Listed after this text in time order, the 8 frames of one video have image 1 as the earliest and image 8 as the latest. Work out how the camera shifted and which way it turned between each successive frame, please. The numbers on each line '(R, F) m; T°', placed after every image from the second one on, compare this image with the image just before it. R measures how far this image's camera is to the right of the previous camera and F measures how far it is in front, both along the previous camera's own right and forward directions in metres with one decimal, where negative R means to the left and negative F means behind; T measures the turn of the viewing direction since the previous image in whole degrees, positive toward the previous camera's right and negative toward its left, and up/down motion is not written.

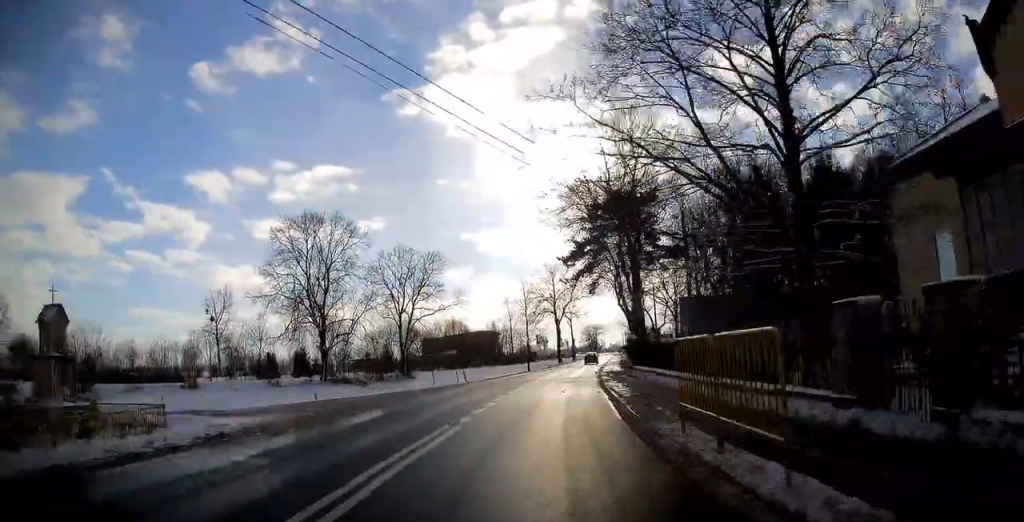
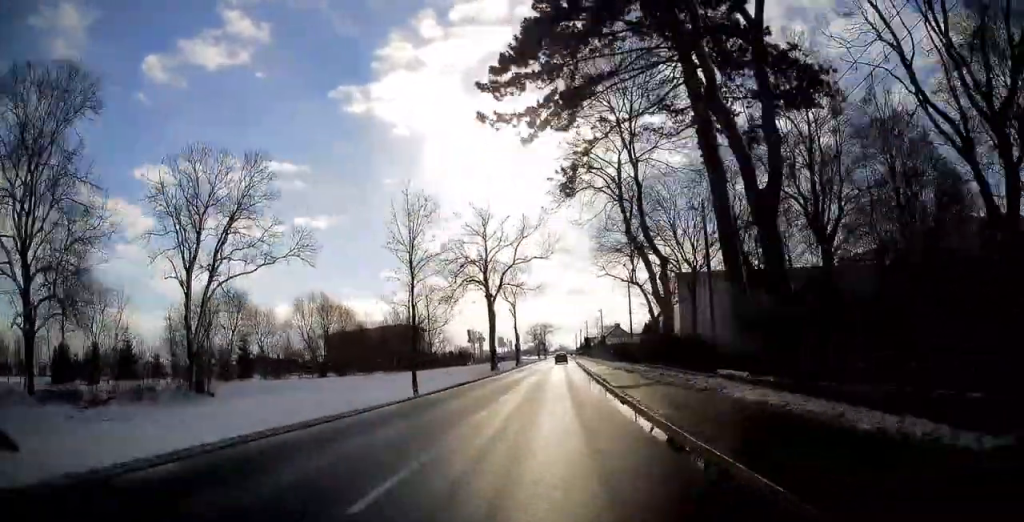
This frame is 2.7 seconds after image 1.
(+2.4, +45.1) m; +5°
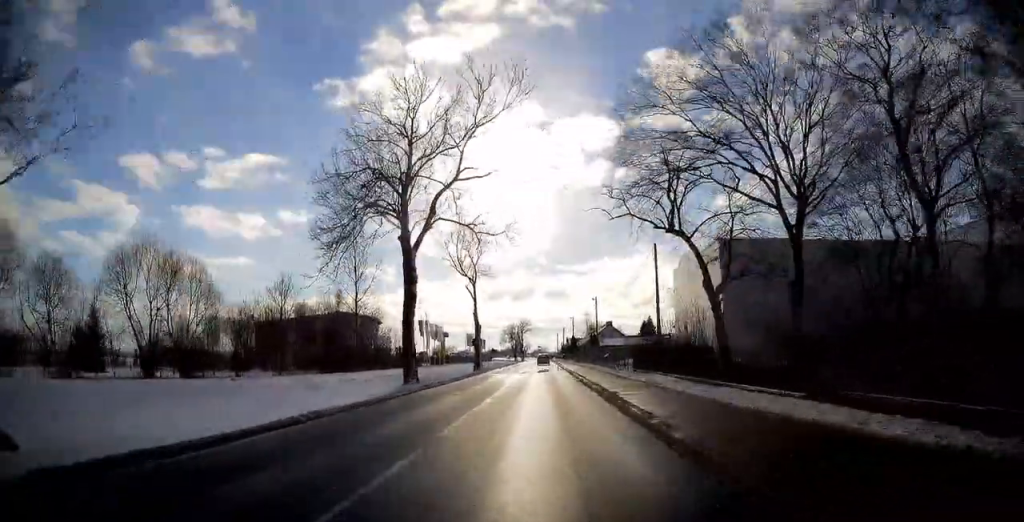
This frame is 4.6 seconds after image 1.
(+0.8, +30.2) m; +2°
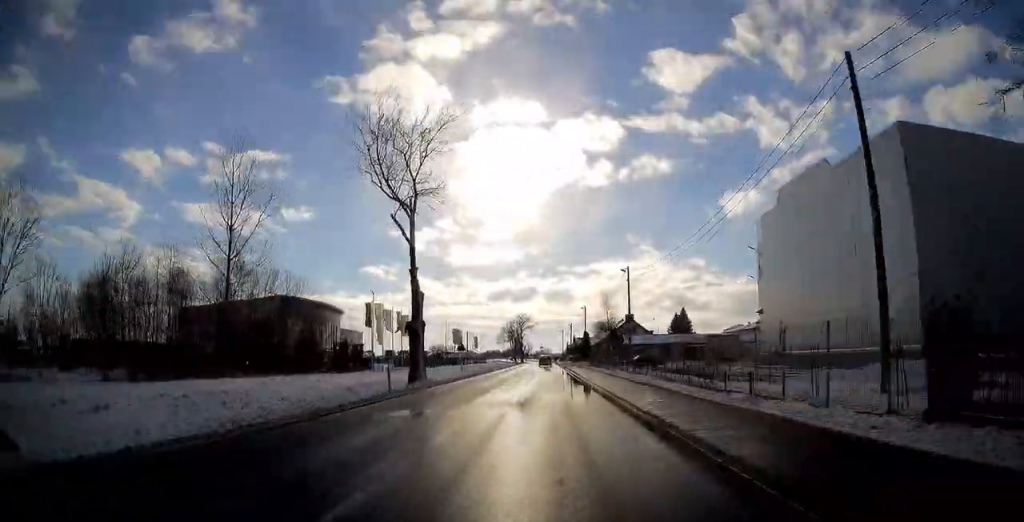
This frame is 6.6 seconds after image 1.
(+0.2, +31.6) m; 0°
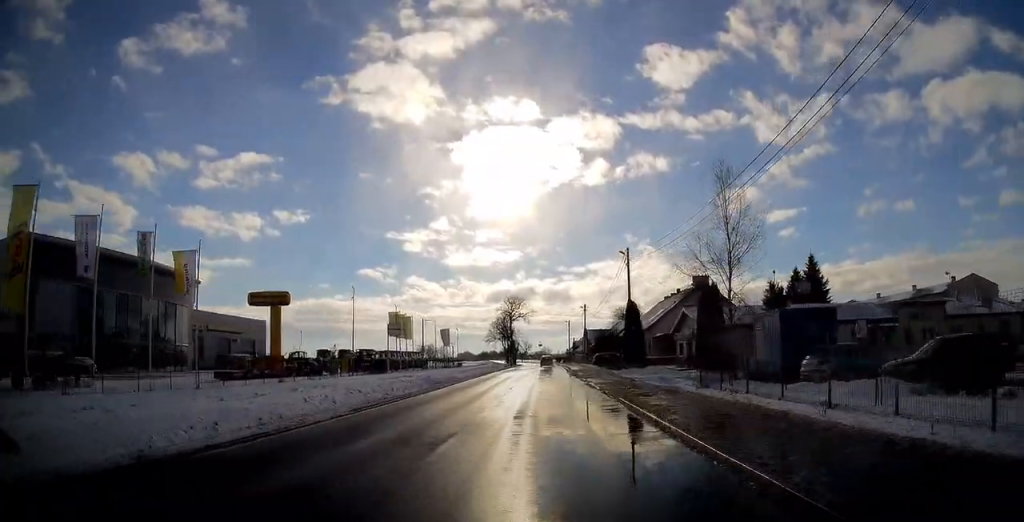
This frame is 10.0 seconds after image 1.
(0.0, +54.8) m; 0°
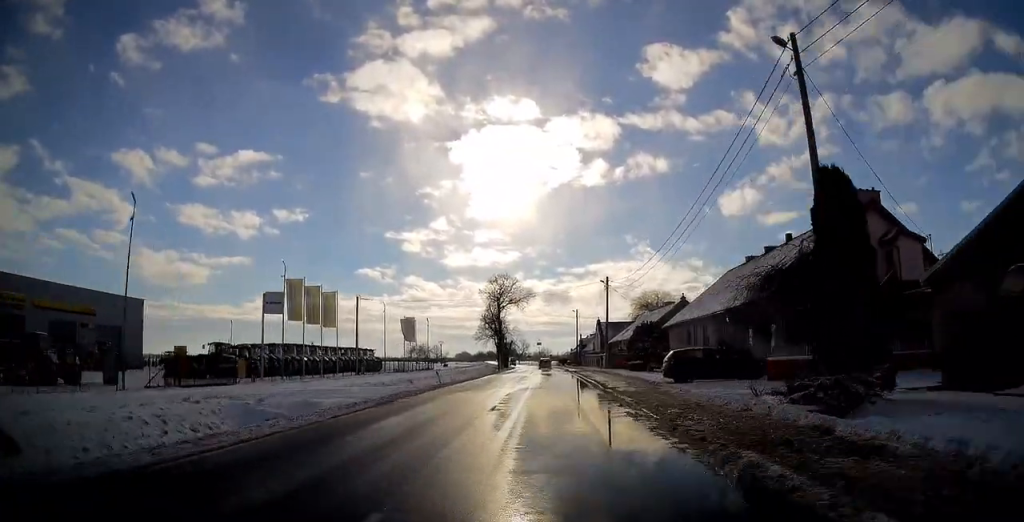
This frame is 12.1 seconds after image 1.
(0.0, +34.9) m; 0°
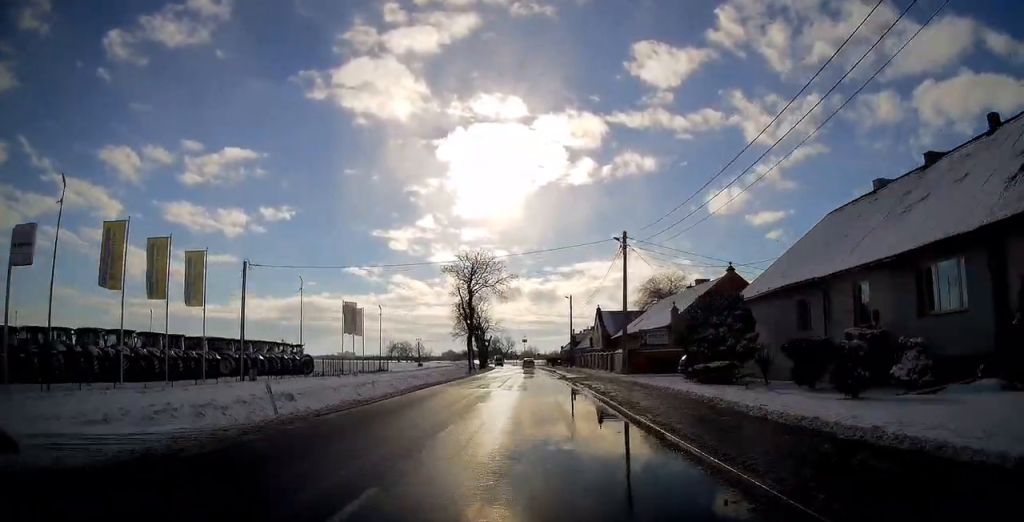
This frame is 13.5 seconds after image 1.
(+0.1, +23.1) m; 0°
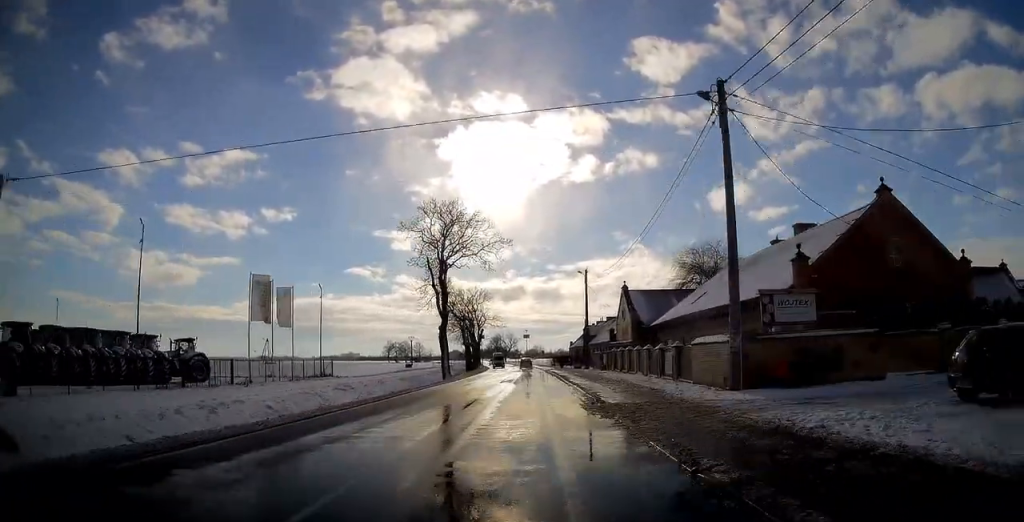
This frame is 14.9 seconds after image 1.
(-0.1, +23.7) m; -1°
